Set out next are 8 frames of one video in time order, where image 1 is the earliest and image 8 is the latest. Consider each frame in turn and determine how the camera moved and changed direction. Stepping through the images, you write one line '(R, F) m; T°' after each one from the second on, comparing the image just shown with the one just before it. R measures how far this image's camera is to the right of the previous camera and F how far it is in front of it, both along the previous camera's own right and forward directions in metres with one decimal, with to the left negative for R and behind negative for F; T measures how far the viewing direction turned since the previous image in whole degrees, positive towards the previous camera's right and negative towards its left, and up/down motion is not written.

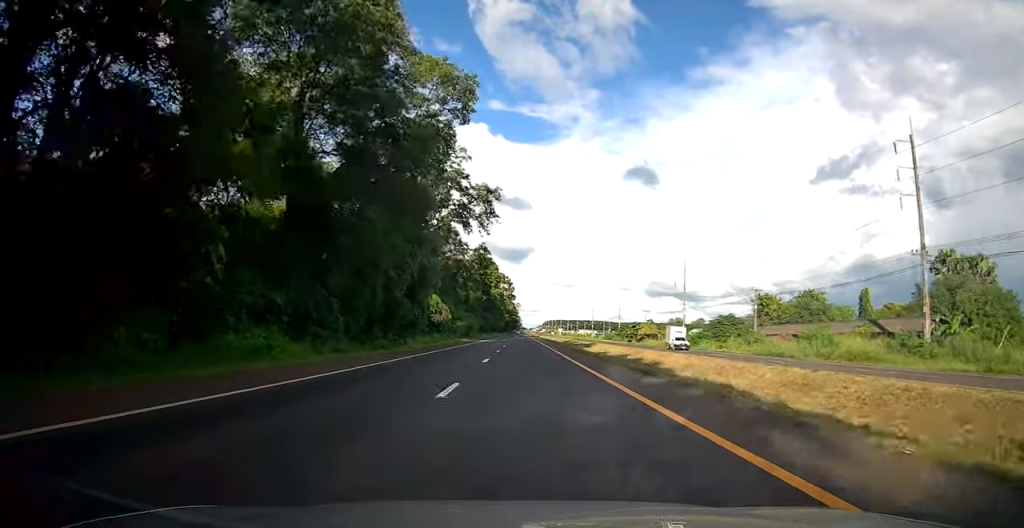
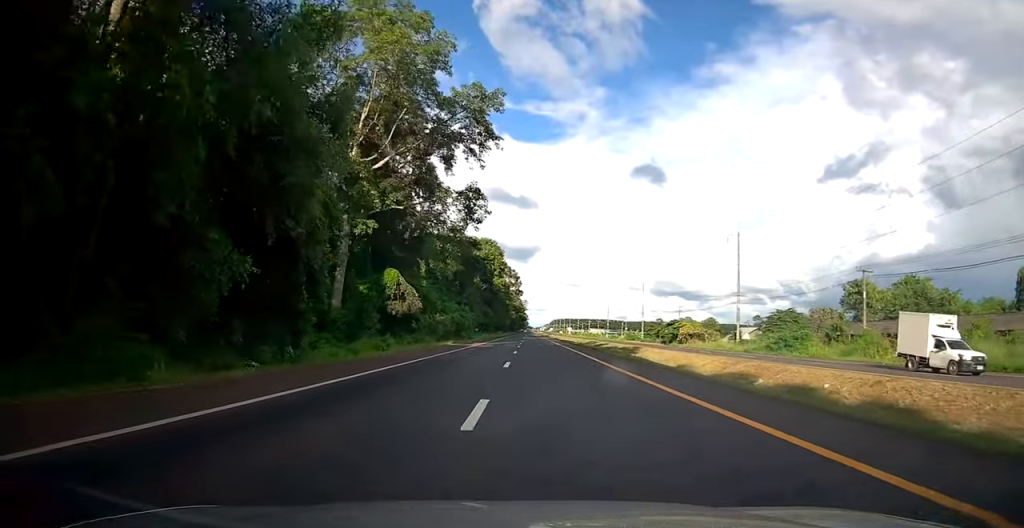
(0.0, +28.8) m; 0°
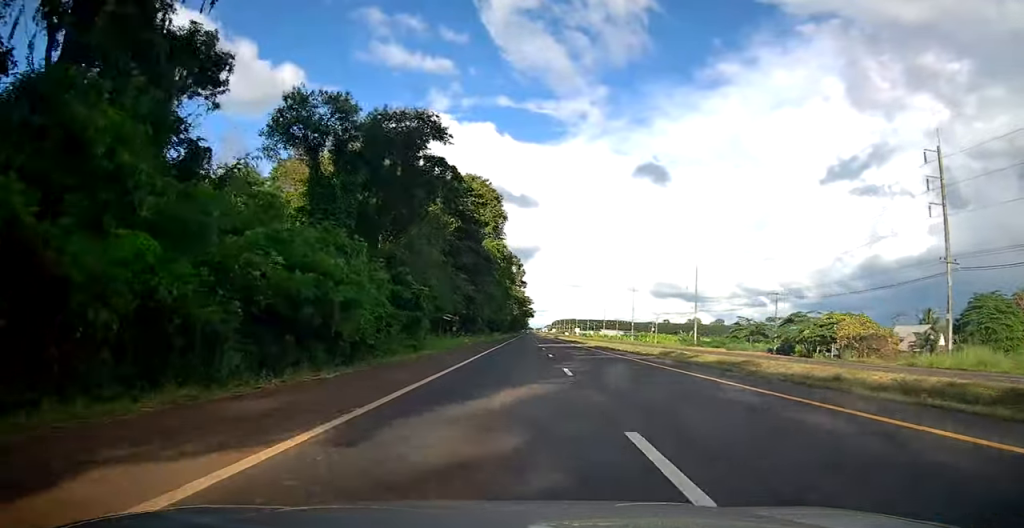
(-0.6, +56.7) m; -1°
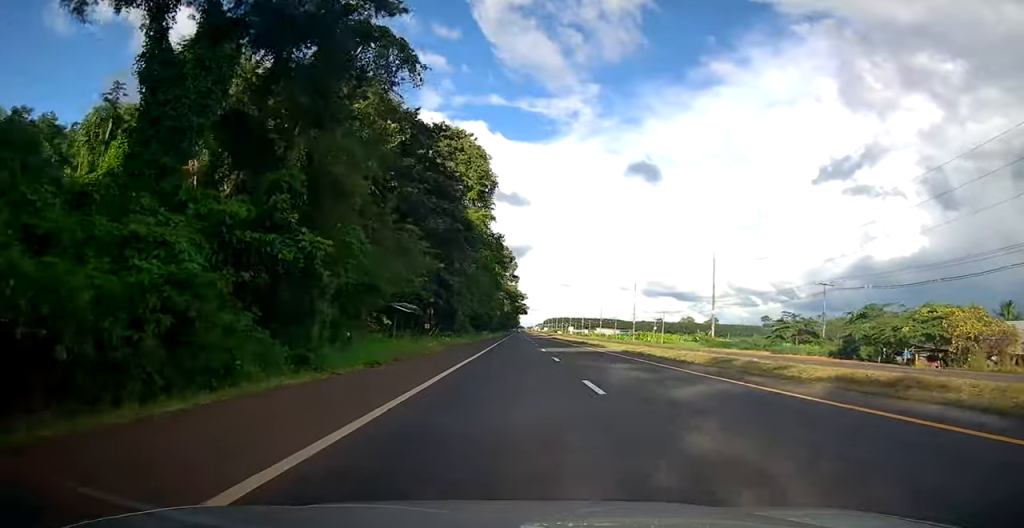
(0.0, +18.7) m; 0°
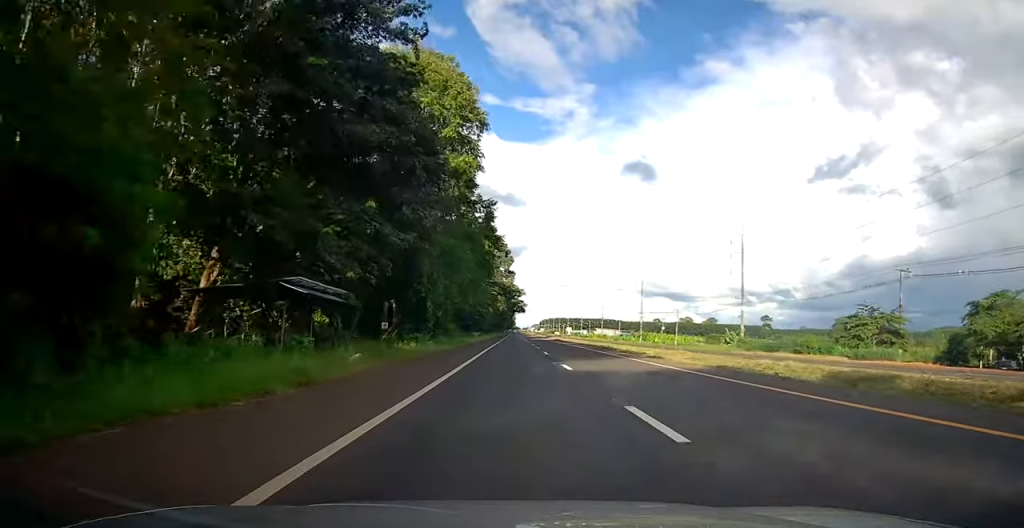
(0.0, +17.0) m; +1°
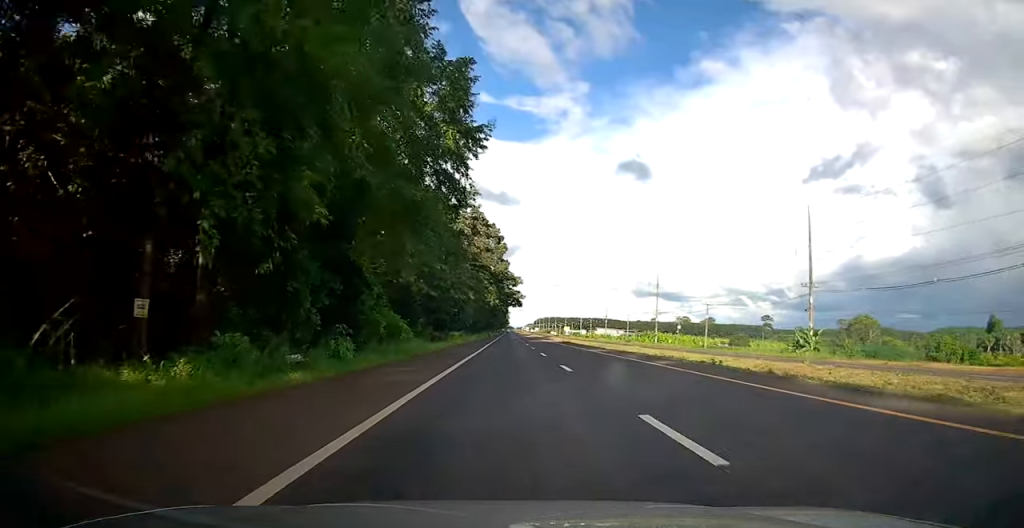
(+0.3, +25.5) m; +1°
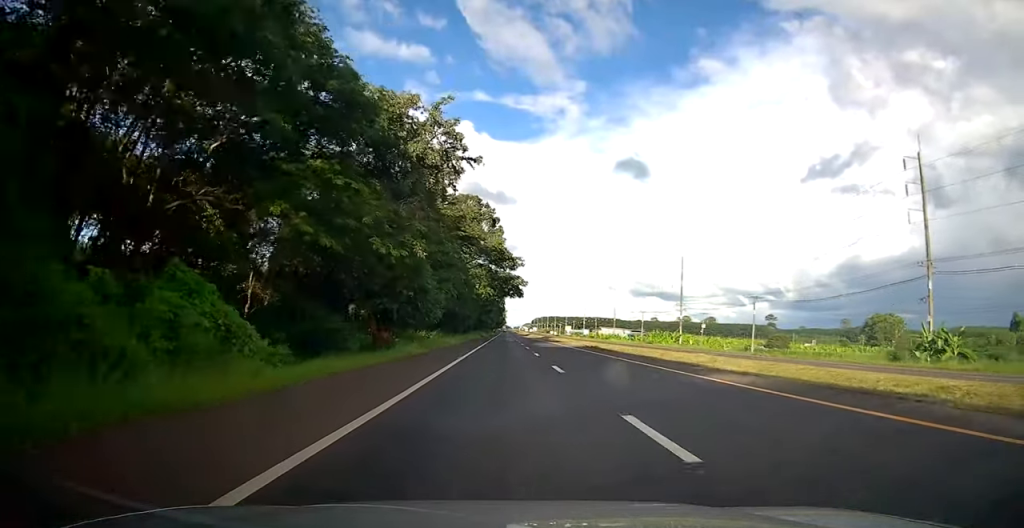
(+0.1, +21.3) m; 0°
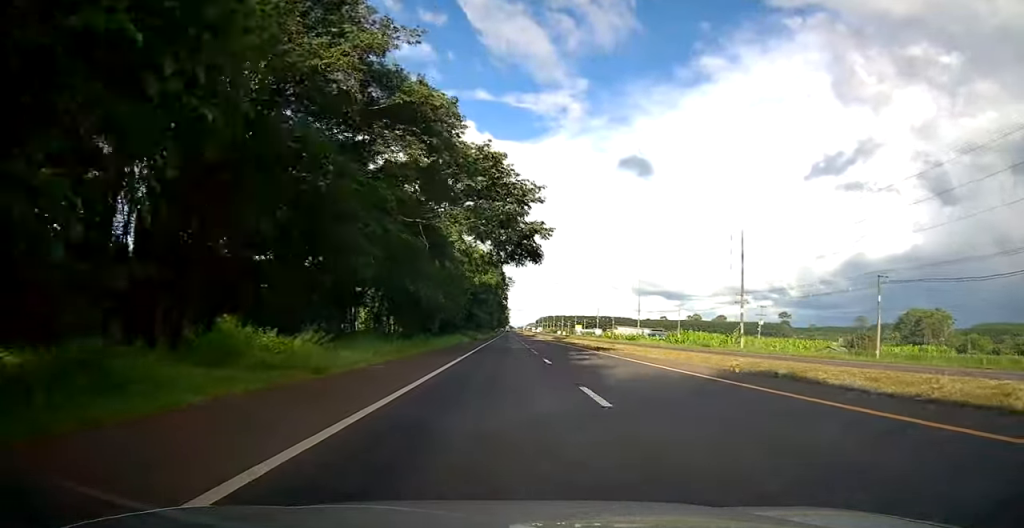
(+0.1, +28.1) m; 0°
